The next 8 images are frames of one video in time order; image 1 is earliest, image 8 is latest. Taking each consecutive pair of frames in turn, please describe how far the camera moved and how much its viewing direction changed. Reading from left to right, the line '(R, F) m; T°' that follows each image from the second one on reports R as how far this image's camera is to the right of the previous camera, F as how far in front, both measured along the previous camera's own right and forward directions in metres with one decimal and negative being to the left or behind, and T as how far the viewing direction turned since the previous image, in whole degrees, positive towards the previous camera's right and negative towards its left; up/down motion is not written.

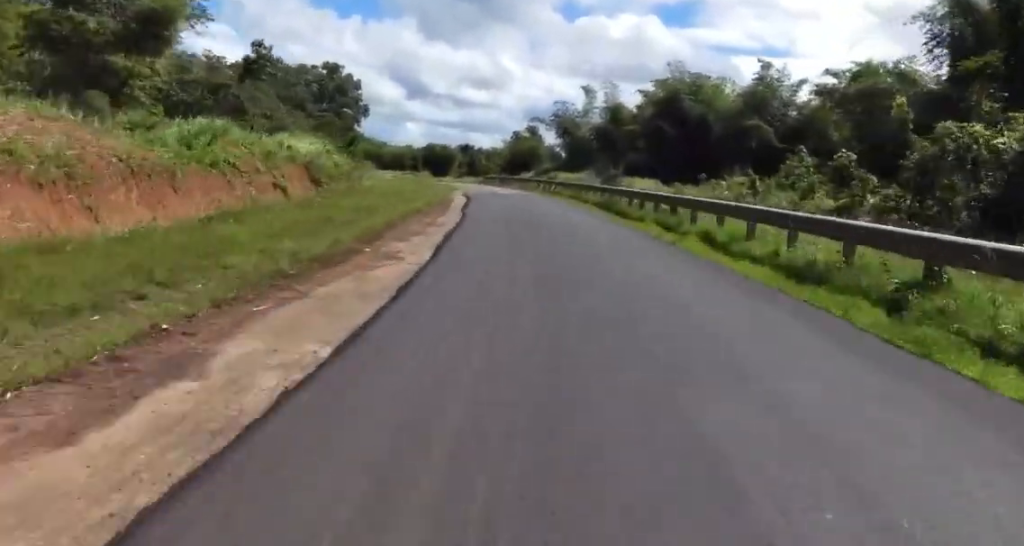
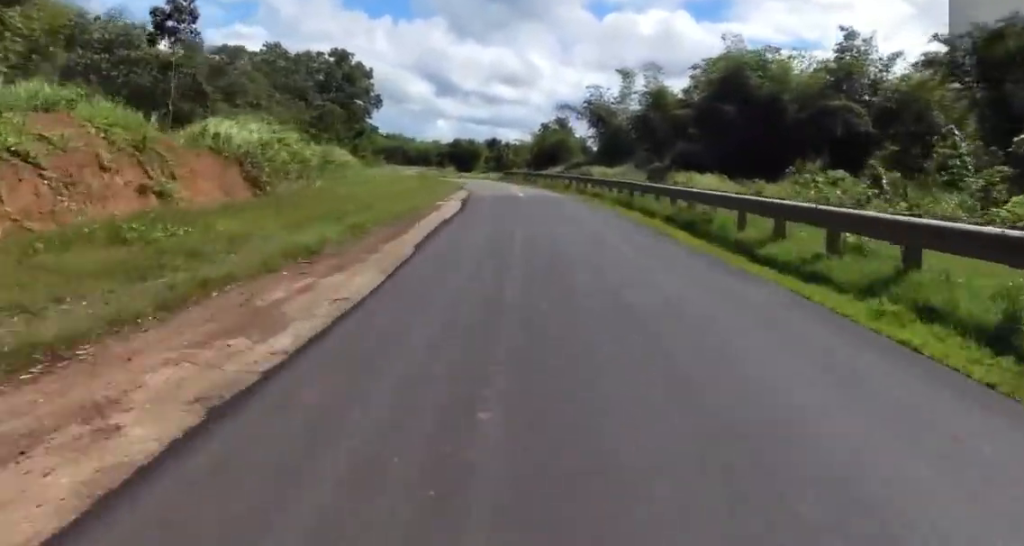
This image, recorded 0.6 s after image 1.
(-0.2, +13.0) m; +2°
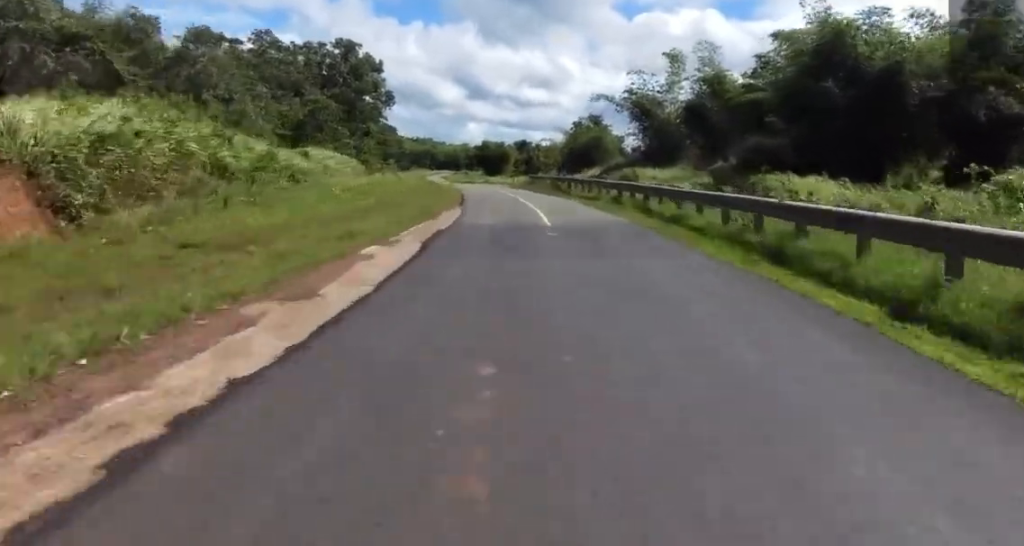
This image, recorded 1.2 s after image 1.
(+0.6, +12.2) m; -4°
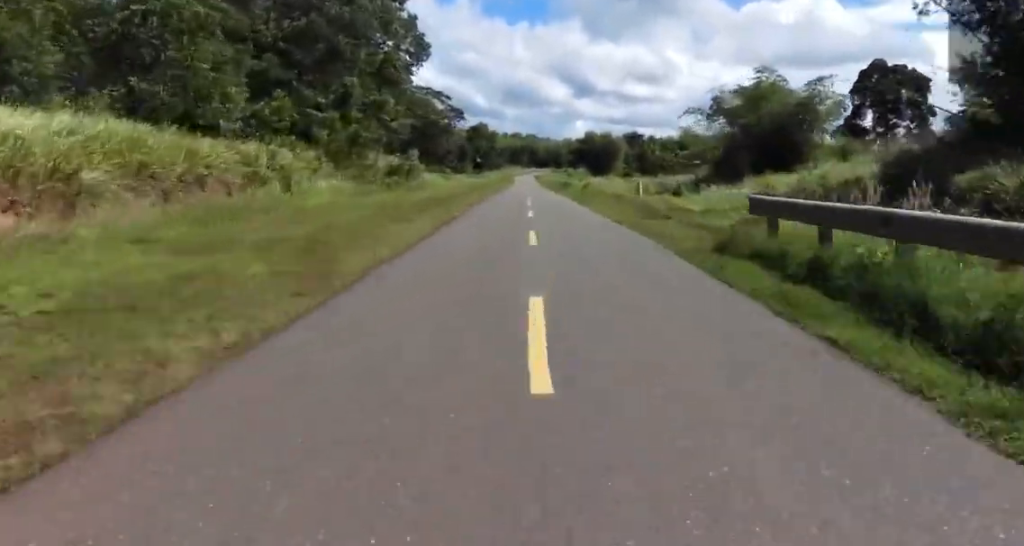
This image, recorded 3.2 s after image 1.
(-6.9, +41.7) m; -10°
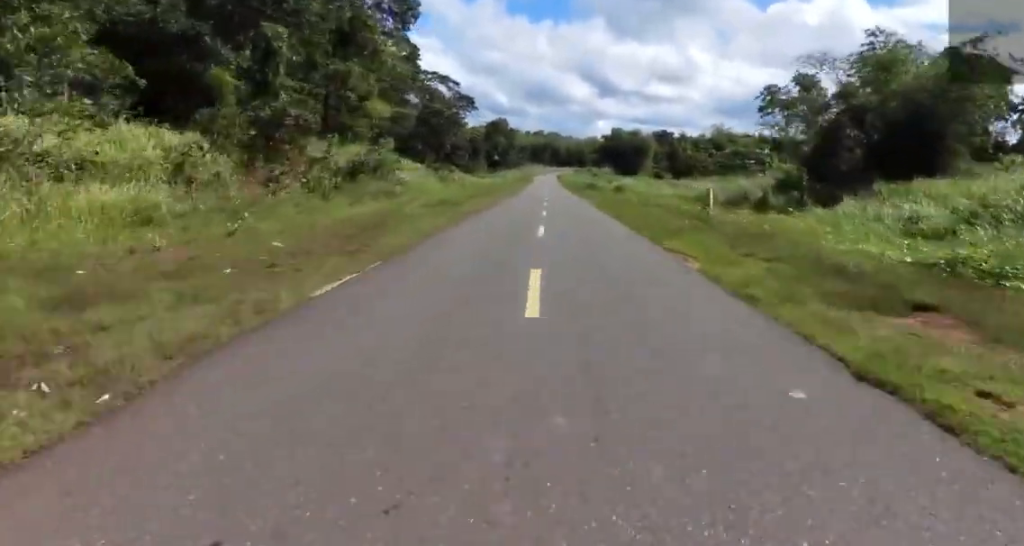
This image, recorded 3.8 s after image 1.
(-0.1, +13.9) m; +5°
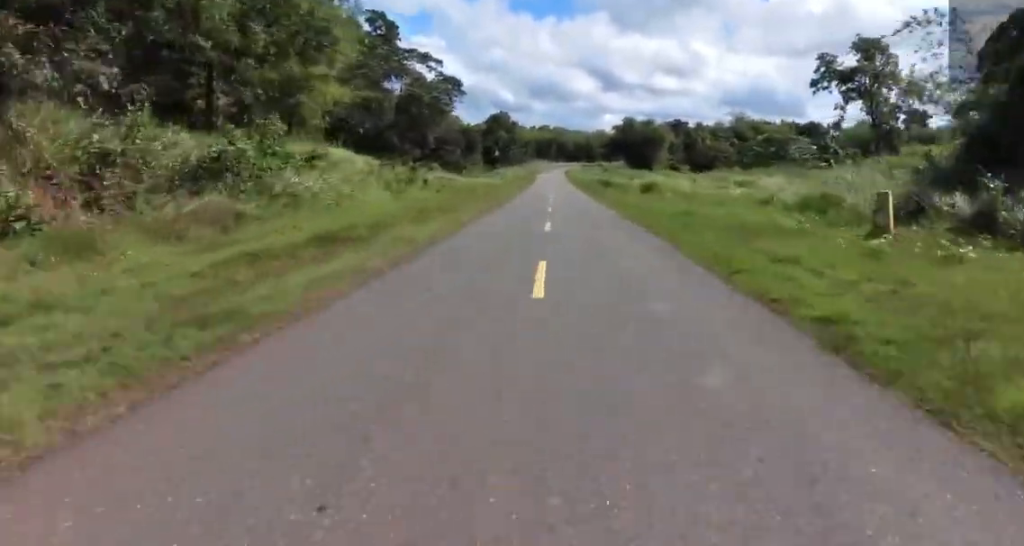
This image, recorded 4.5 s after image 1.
(+2.3, +16.4) m; -1°
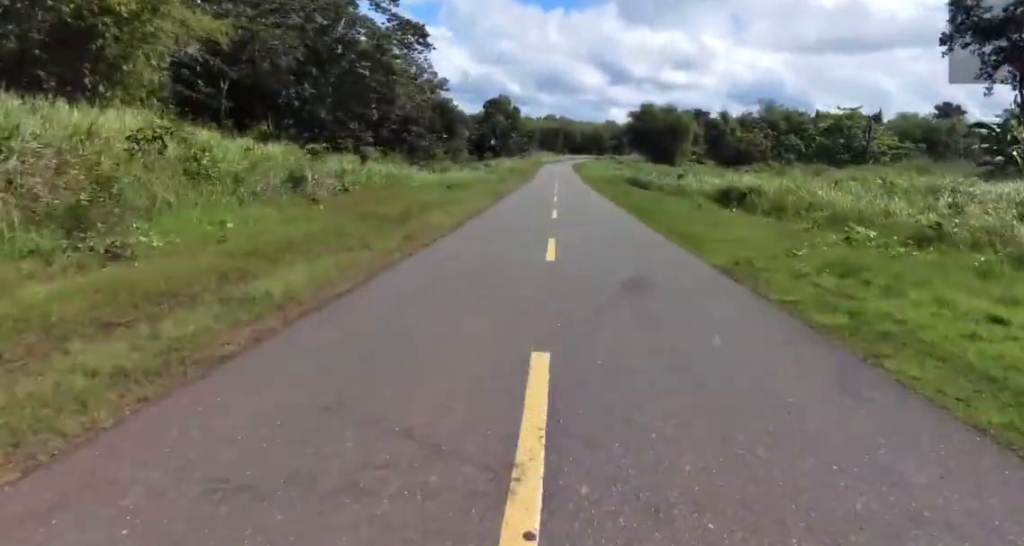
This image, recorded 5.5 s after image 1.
(-2.2, +22.3) m; -3°
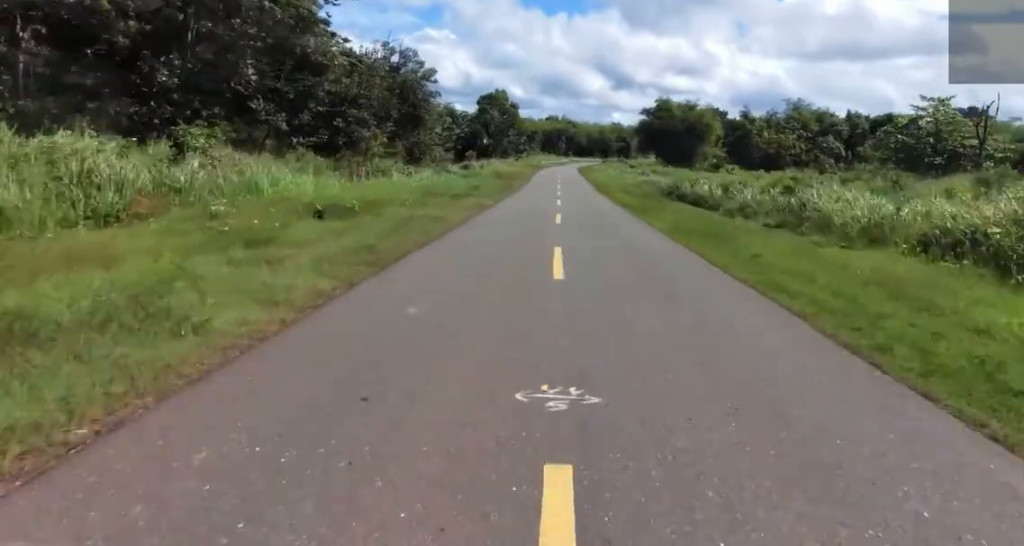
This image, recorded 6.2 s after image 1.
(+0.4, +17.5) m; +2°
